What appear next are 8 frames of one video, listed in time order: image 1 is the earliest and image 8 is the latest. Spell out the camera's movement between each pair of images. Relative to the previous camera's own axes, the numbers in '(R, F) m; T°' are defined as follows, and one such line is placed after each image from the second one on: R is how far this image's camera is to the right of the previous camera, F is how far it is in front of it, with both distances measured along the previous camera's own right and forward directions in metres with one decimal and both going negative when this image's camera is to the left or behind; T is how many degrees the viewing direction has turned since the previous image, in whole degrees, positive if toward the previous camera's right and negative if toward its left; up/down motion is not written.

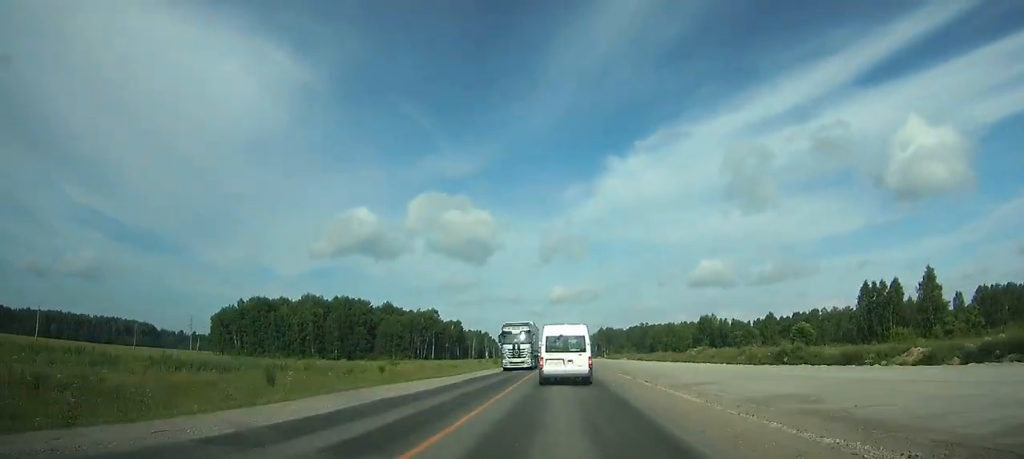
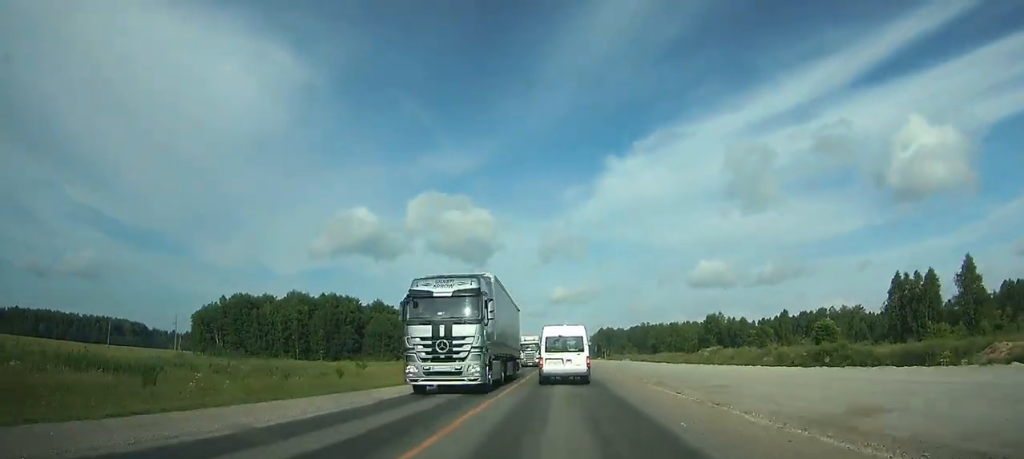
(0.0, +13.4) m; 0°
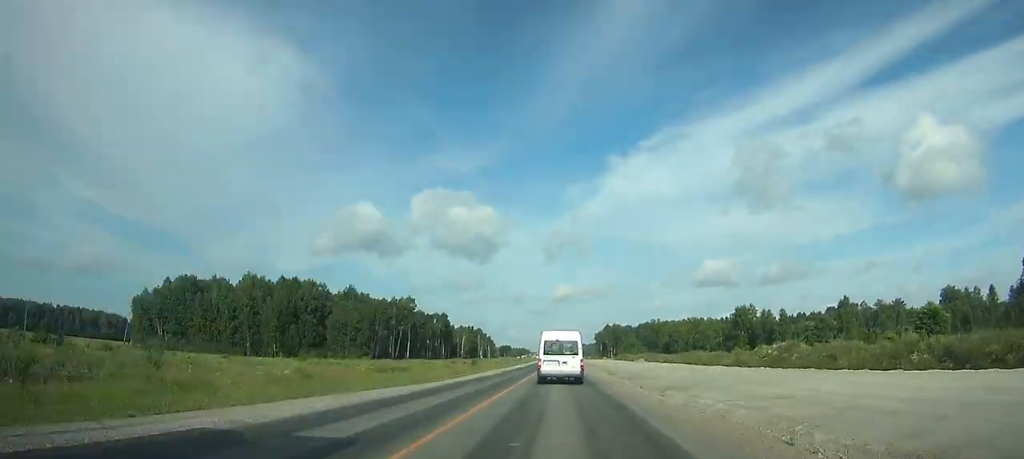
(-0.2, +39.4) m; -1°
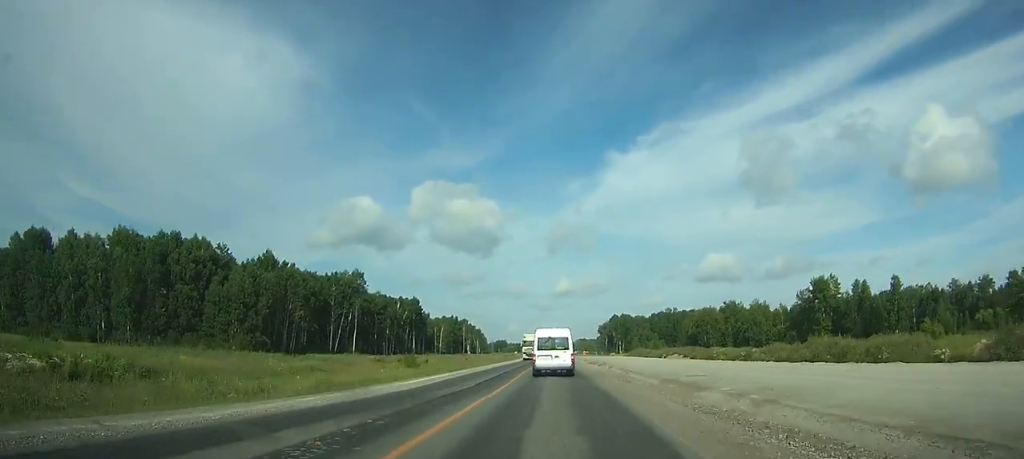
(-0.4, +62.8) m; 0°
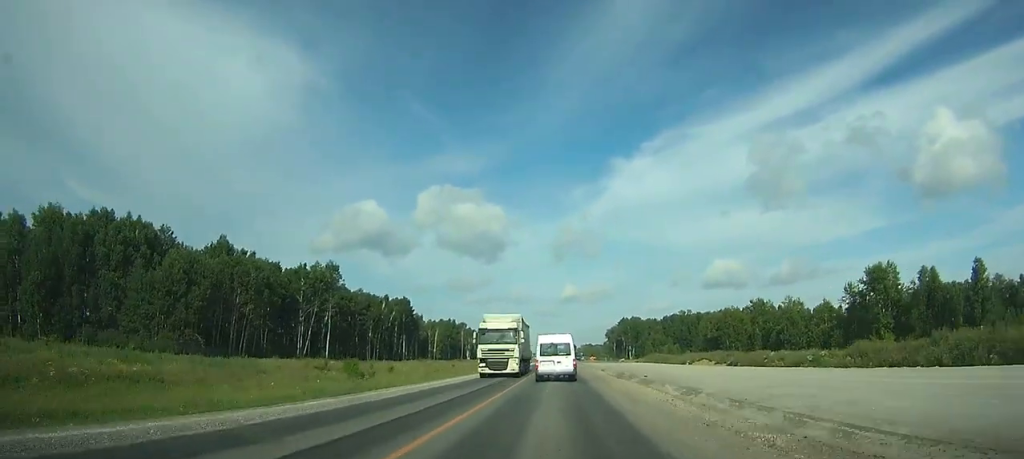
(0.0, +24.2) m; 0°
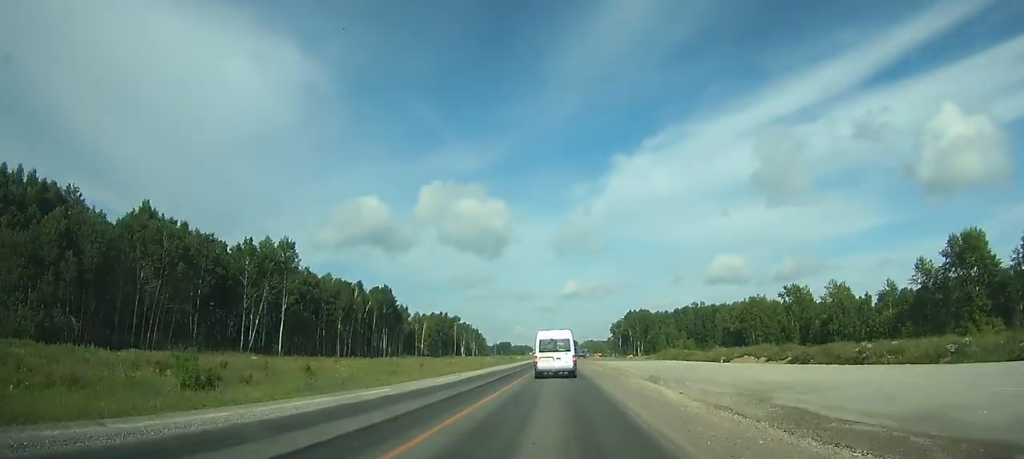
(0.0, +27.9) m; 0°
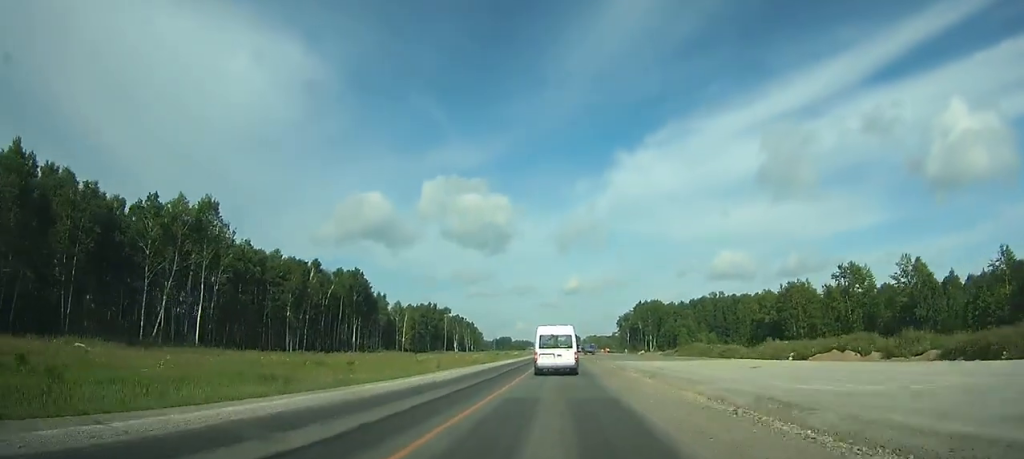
(+0.1, +33.8) m; 0°
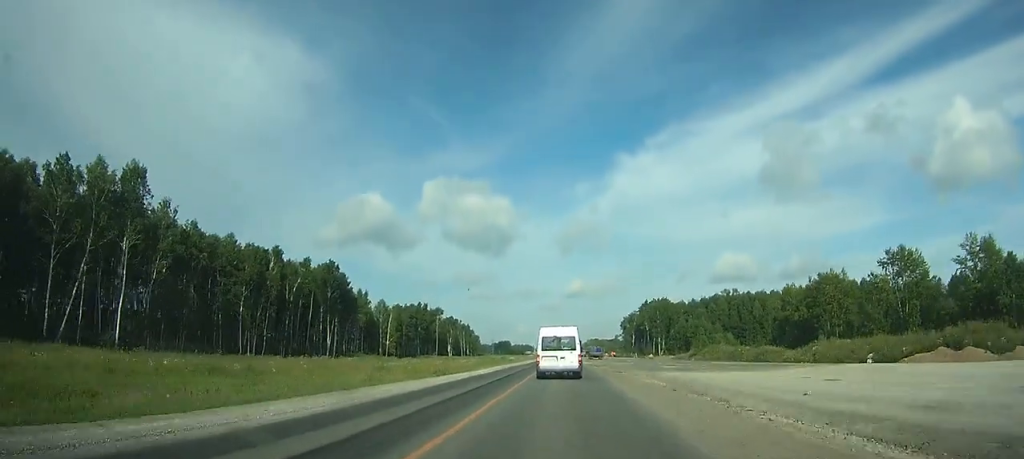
(0.0, +21.7) m; 0°
